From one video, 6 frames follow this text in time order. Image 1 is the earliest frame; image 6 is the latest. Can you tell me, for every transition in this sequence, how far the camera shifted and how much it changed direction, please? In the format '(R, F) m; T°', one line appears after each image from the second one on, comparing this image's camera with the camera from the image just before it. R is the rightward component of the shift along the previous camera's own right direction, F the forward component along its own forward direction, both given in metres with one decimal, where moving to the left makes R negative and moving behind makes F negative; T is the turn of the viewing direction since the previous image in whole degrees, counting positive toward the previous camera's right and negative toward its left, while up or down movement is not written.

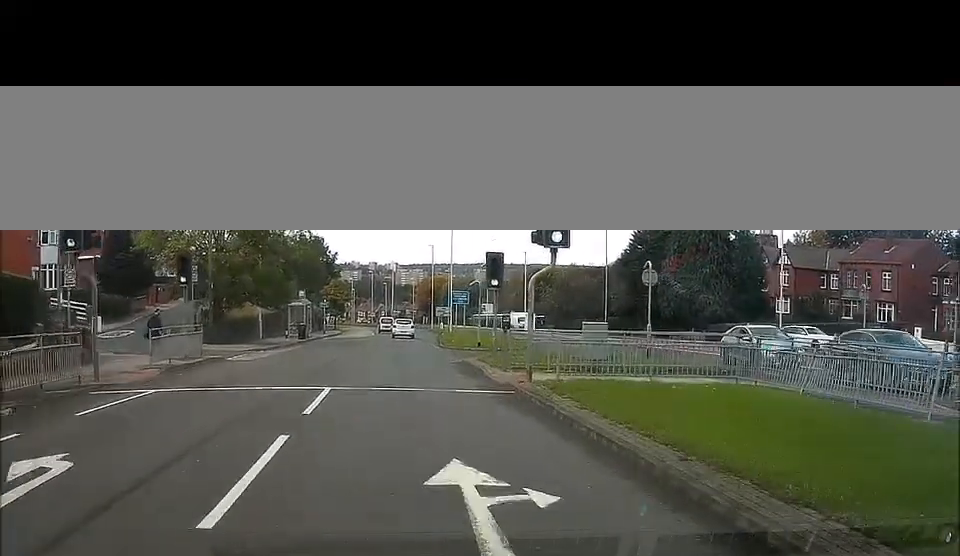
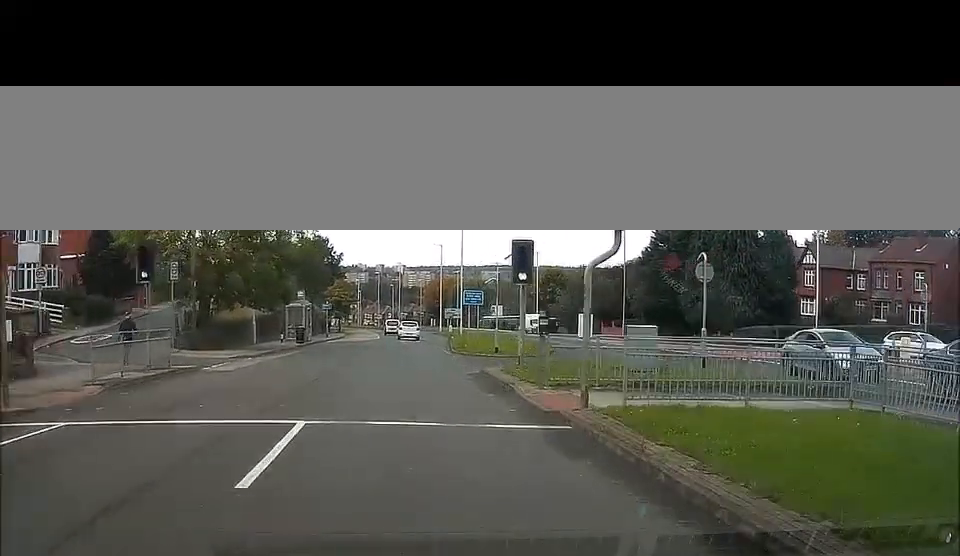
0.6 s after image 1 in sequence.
(-0.1, +4.4) m; -1°
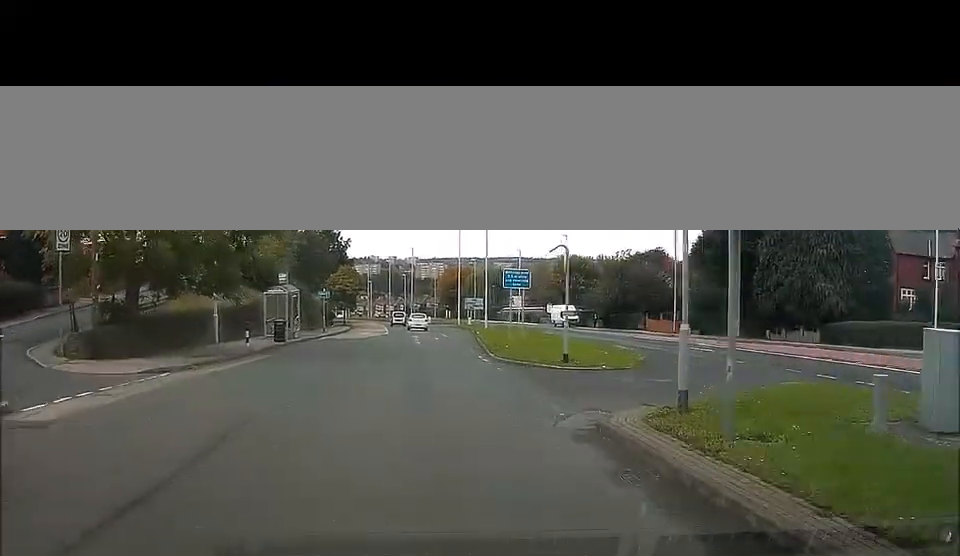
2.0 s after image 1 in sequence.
(-0.3, +13.7) m; 0°
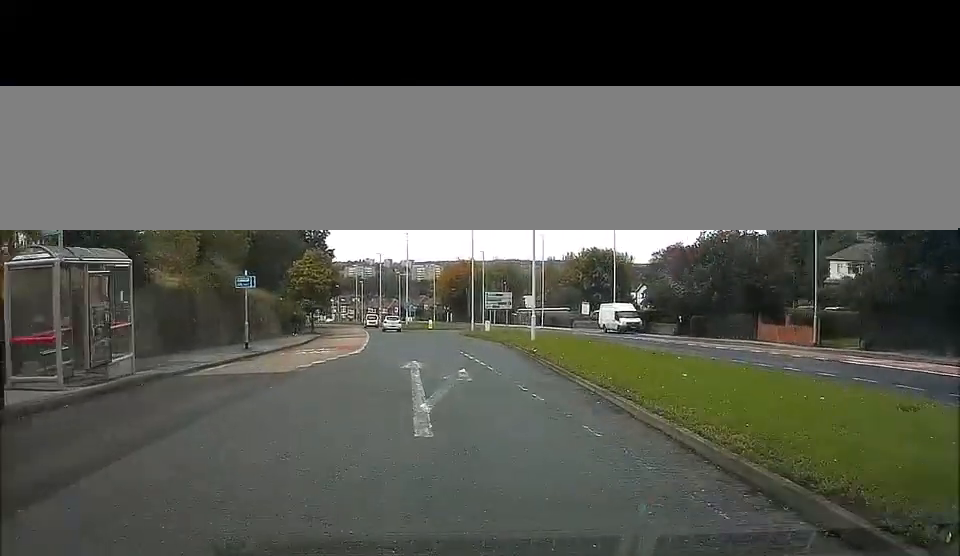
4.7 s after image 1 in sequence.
(0.0, +29.3) m; 0°
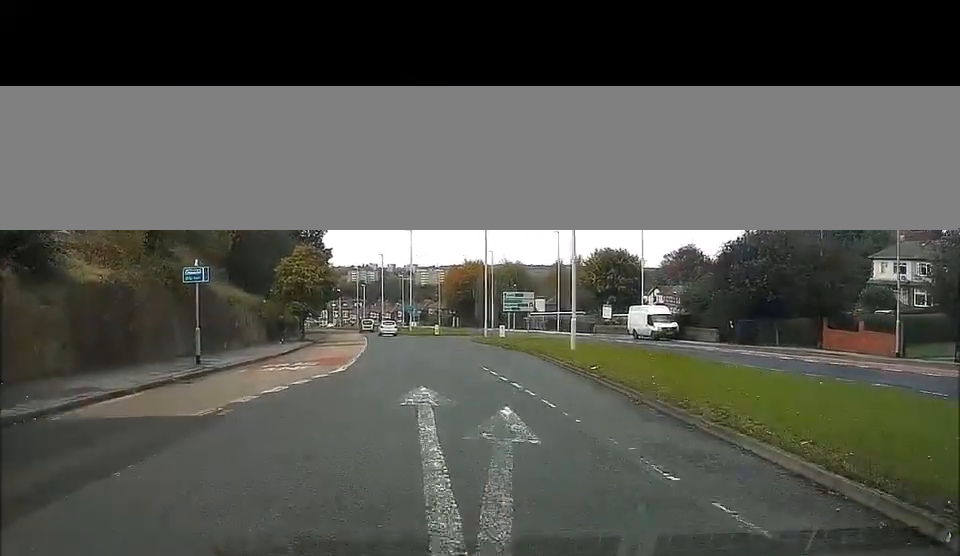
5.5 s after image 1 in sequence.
(0.0, +8.9) m; -1°
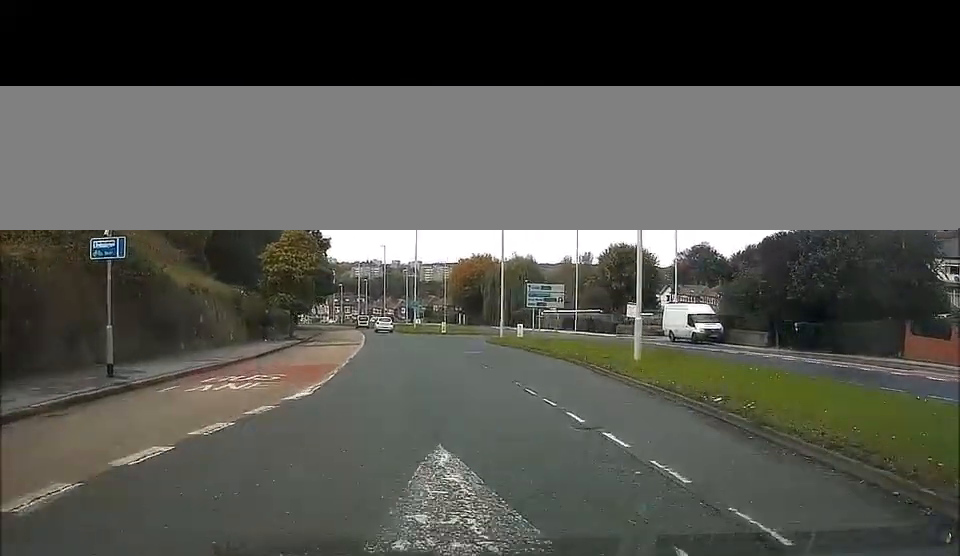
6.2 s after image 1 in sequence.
(-0.1, +8.4) m; -1°
